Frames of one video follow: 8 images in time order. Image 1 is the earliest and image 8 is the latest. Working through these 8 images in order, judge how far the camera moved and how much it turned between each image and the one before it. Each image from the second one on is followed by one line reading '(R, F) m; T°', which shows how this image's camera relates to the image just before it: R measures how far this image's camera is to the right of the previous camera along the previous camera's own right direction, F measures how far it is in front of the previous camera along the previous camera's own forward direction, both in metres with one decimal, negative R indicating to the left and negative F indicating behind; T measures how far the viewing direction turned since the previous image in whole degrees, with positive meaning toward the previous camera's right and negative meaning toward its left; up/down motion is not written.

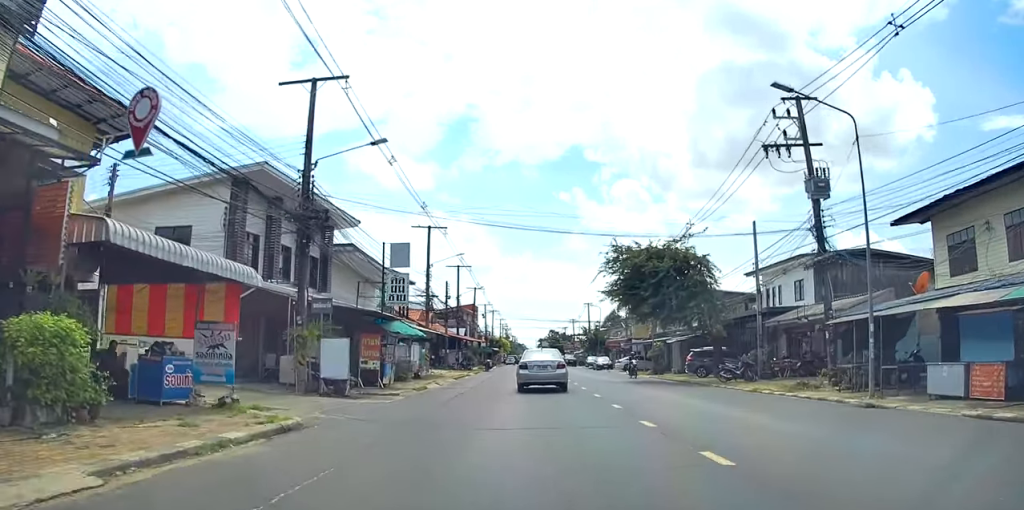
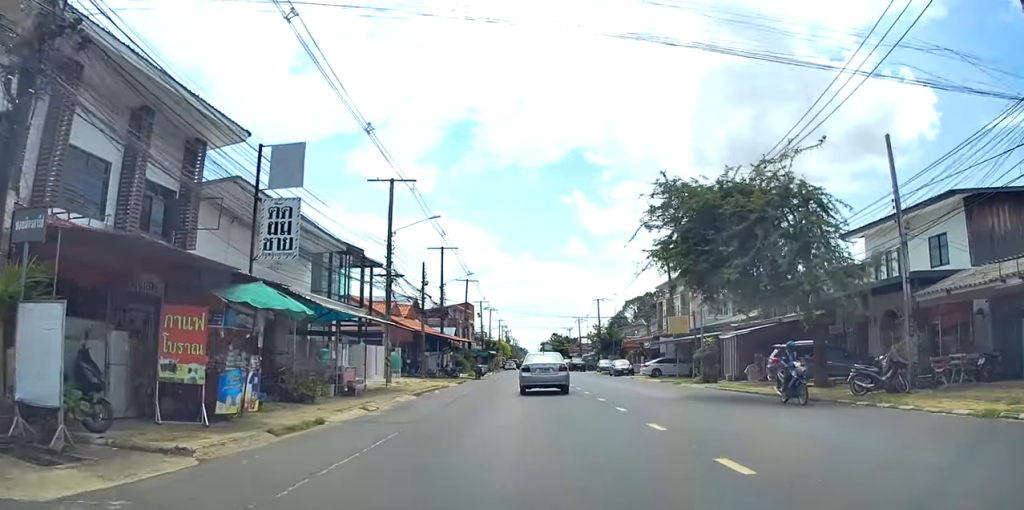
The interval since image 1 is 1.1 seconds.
(+0.1, +13.1) m; 0°
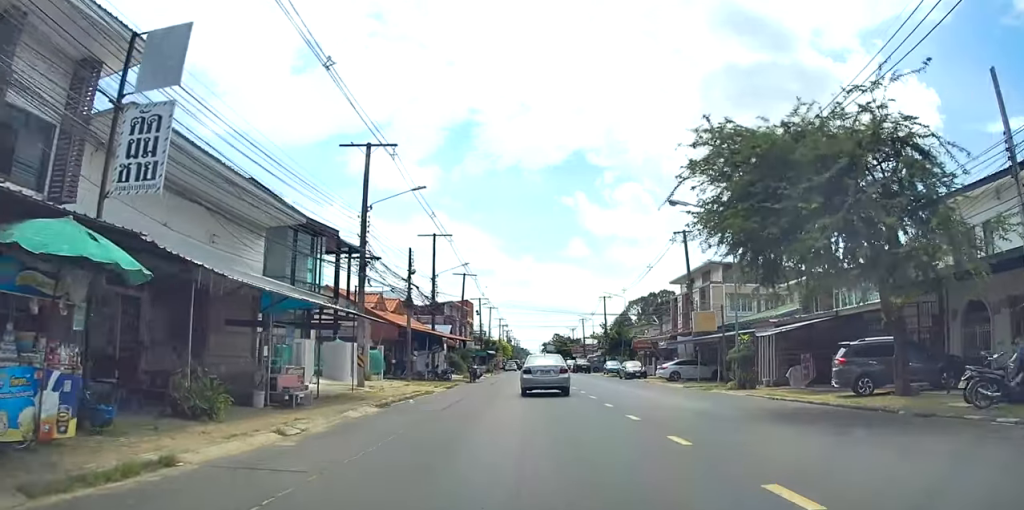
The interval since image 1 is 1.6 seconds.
(0.0, +5.5) m; 0°
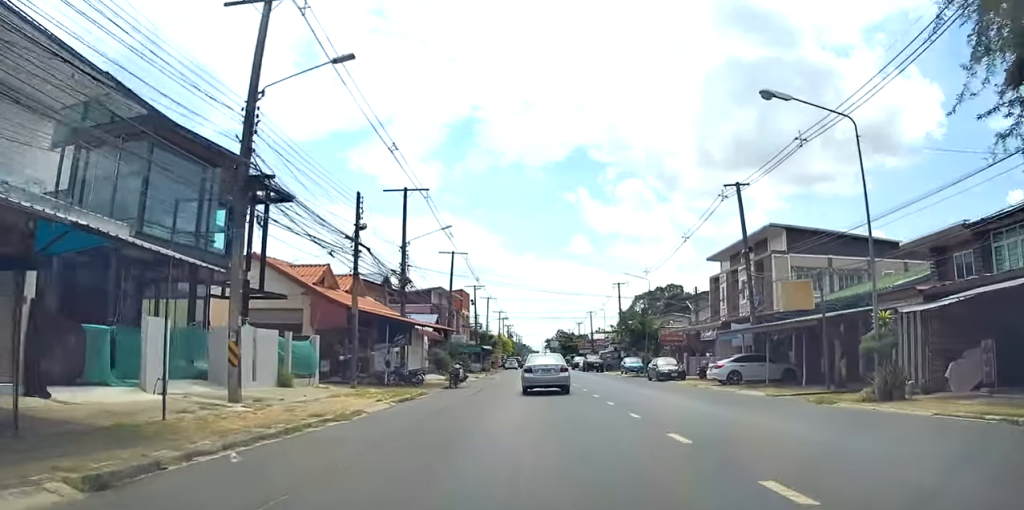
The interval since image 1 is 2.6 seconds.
(0.0, +11.6) m; 0°
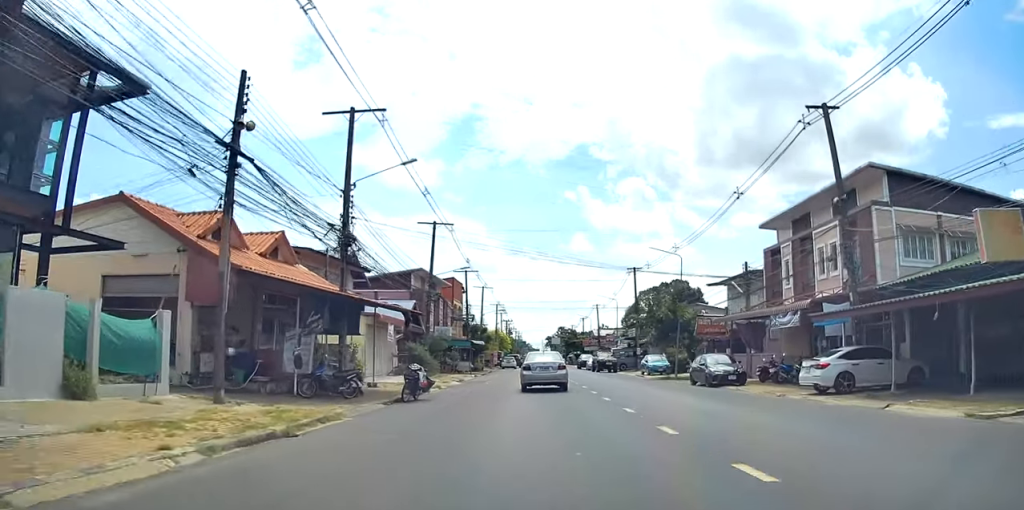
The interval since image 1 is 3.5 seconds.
(0.0, +11.2) m; 0°
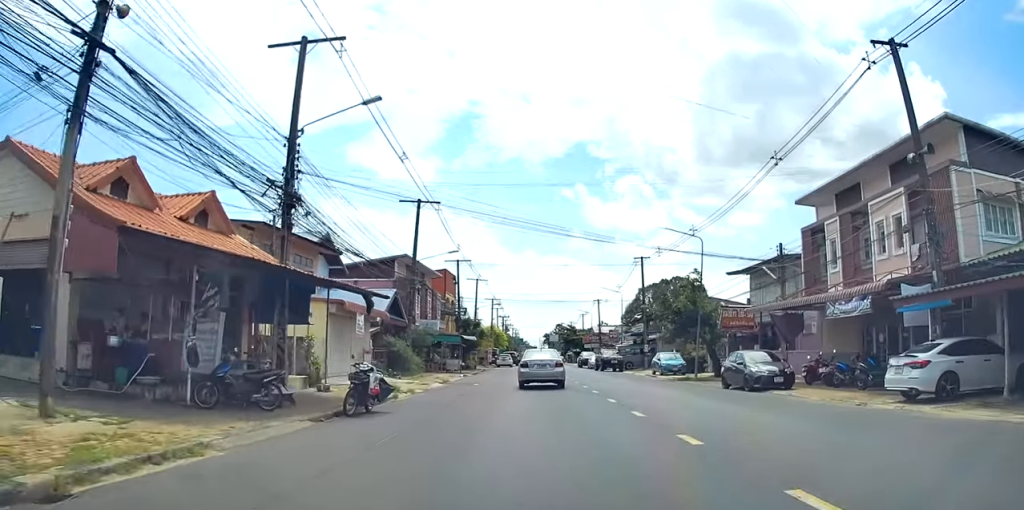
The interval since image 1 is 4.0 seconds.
(0.0, +5.5) m; 0°
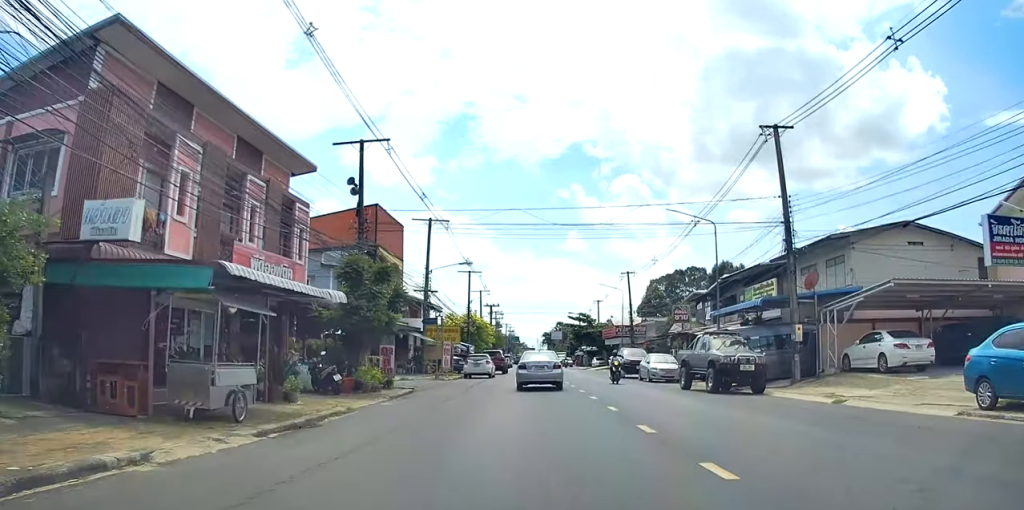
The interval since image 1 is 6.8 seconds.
(-0.1, +33.8) m; +1°
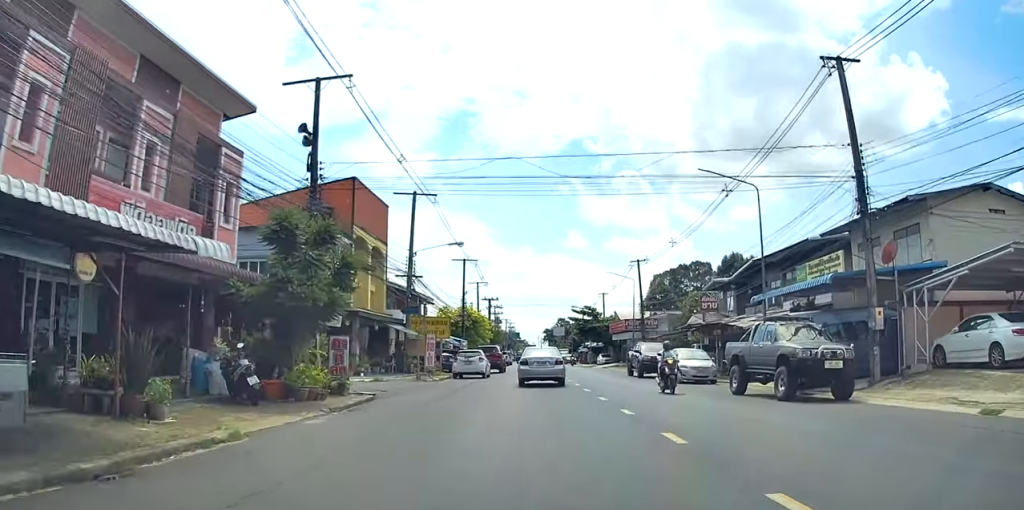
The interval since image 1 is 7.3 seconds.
(+0.1, +6.3) m; 0°
